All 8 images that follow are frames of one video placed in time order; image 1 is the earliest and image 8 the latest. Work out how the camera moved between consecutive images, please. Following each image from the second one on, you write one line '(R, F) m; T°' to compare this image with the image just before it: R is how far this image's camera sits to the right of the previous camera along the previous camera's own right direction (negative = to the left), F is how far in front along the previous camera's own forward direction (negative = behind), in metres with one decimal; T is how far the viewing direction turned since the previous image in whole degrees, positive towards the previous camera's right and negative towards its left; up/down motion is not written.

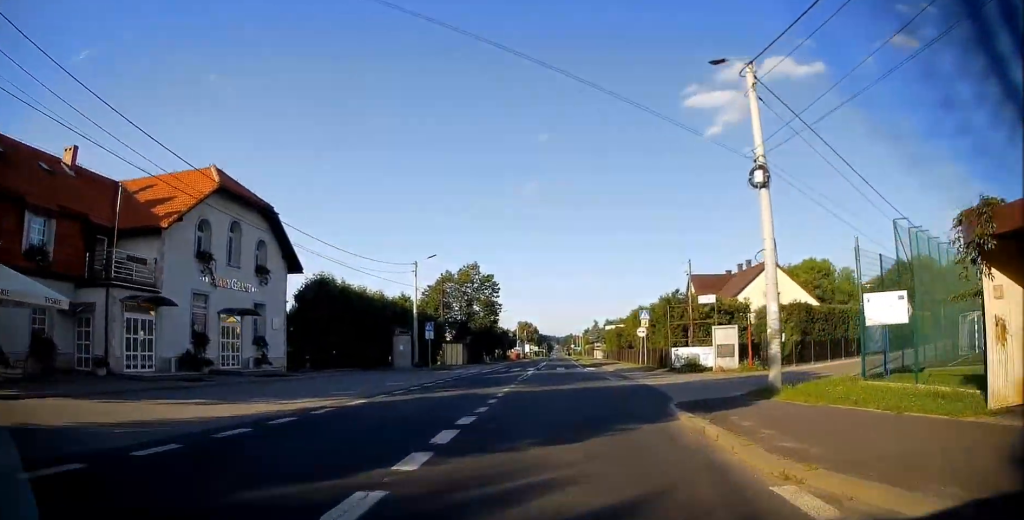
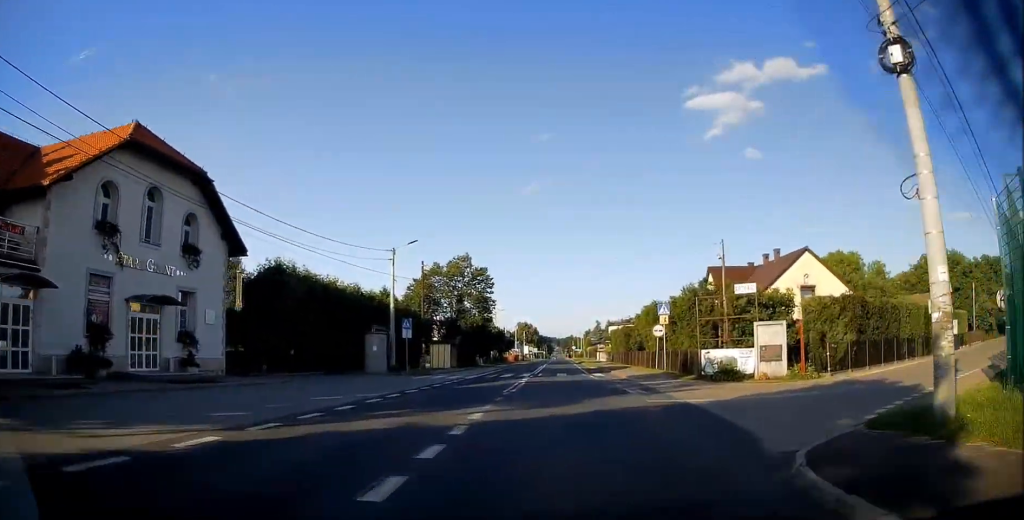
(0.0, +7.1) m; 0°
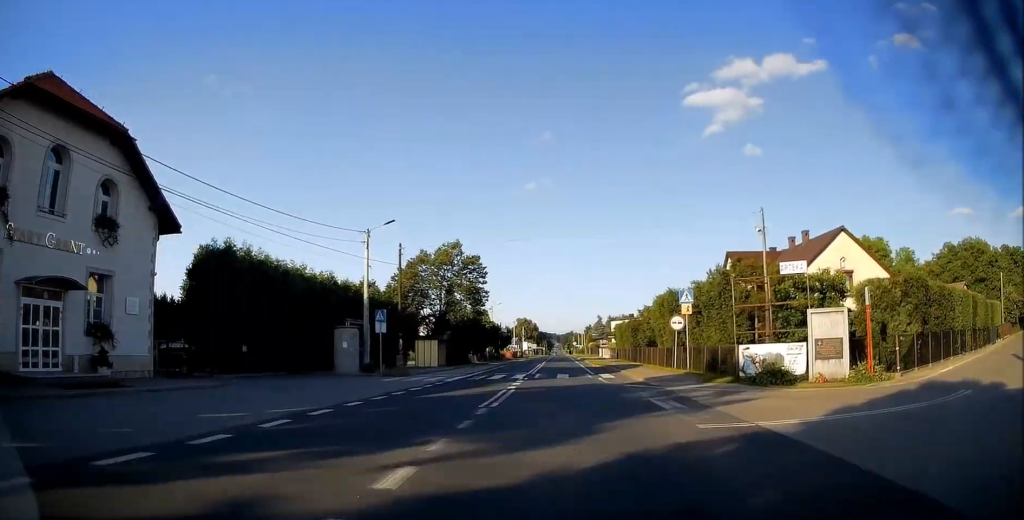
(0.0, +5.9) m; -1°
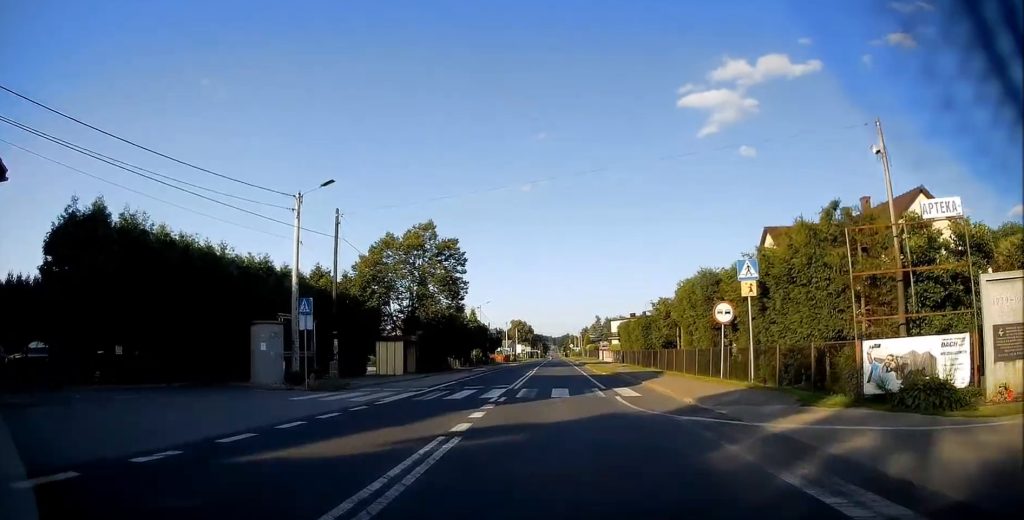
(-0.1, +9.9) m; -1°
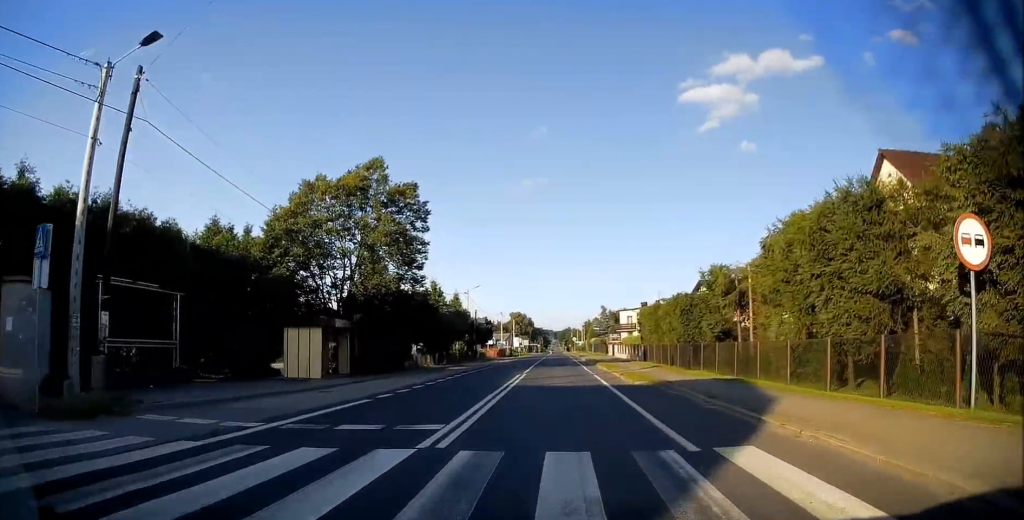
(0.0, +15.0) m; +1°
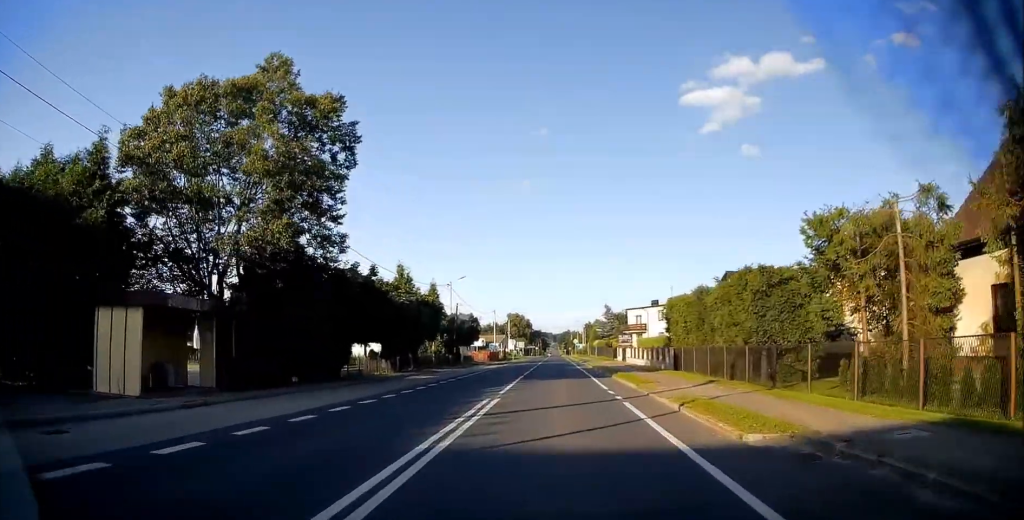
(+0.2, +13.9) m; 0°
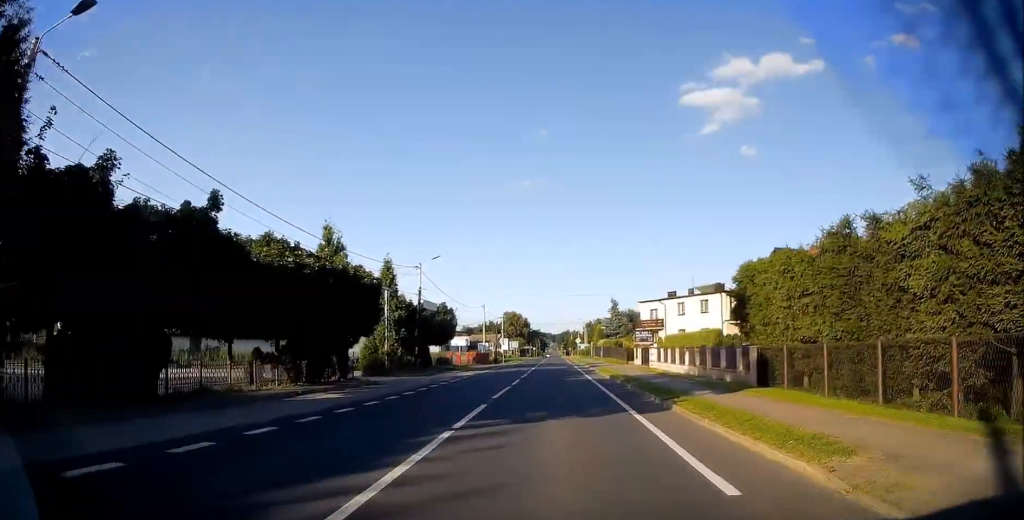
(-0.2, +18.3) m; -1°
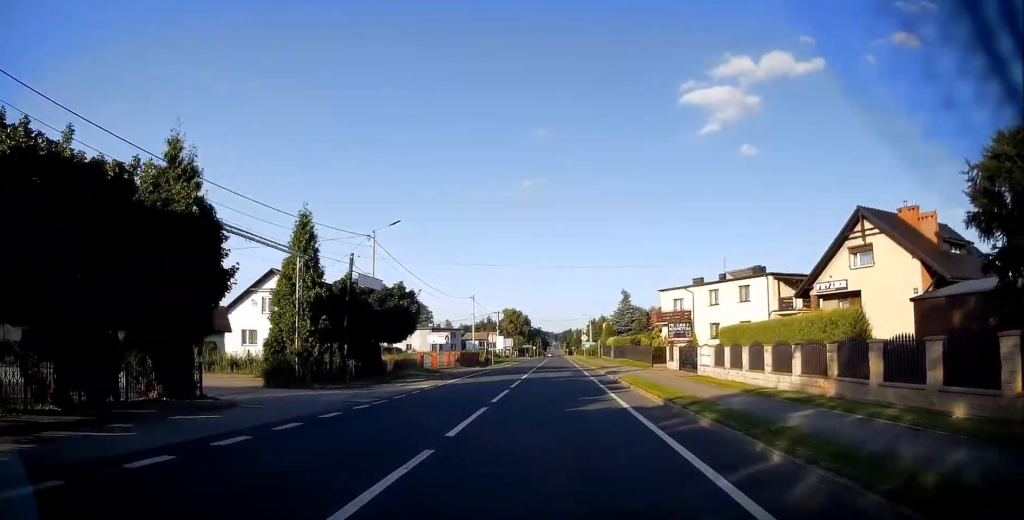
(0.0, +17.1) m; +1°
